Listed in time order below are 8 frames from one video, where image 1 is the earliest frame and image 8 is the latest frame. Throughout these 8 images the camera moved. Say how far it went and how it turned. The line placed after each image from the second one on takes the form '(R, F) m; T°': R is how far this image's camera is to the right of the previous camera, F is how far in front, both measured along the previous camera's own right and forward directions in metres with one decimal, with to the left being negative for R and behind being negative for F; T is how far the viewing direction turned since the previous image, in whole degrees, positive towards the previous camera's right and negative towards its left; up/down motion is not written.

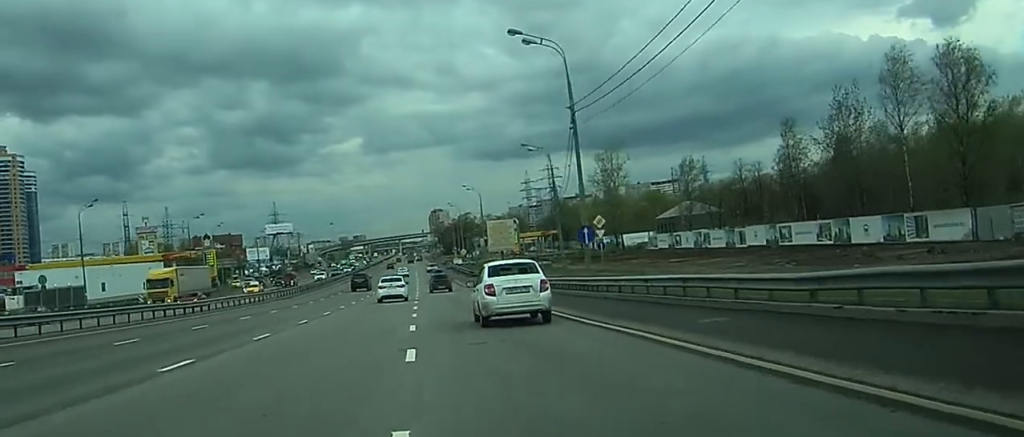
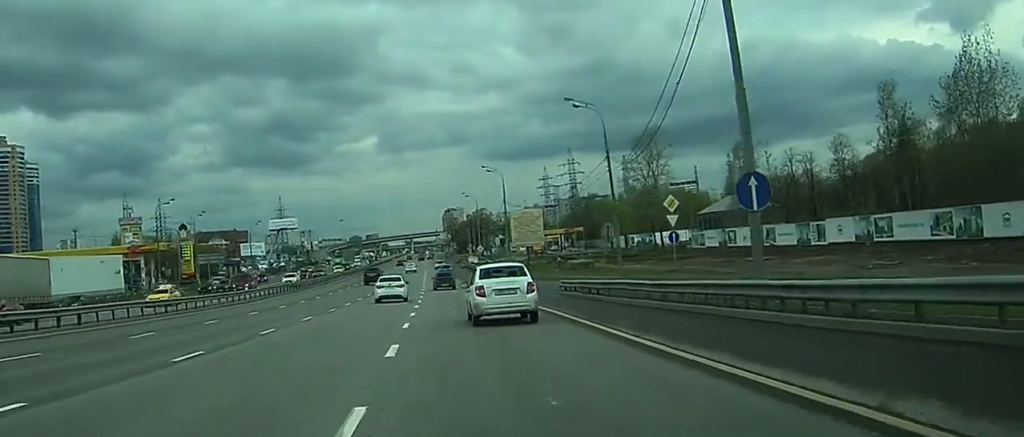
(-0.2, +22.1) m; -1°
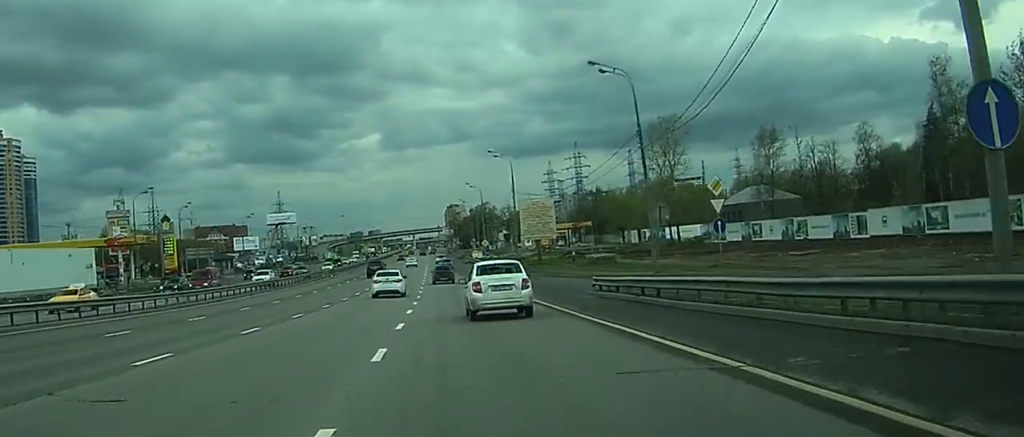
(0.0, +9.6) m; 0°
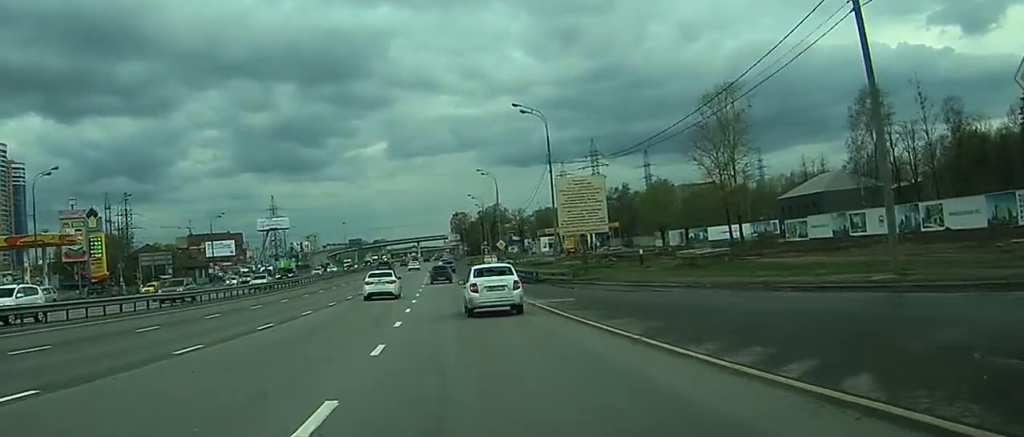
(0.0, +27.6) m; 0°
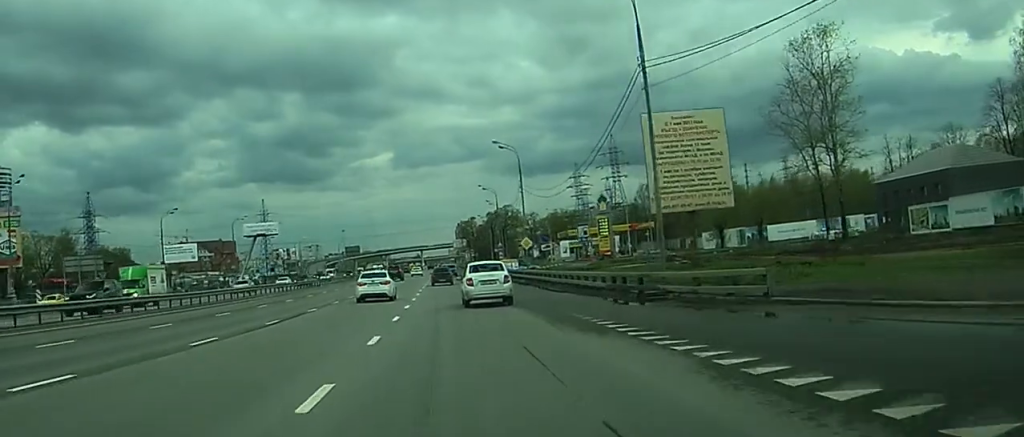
(-0.1, +27.4) m; -1°
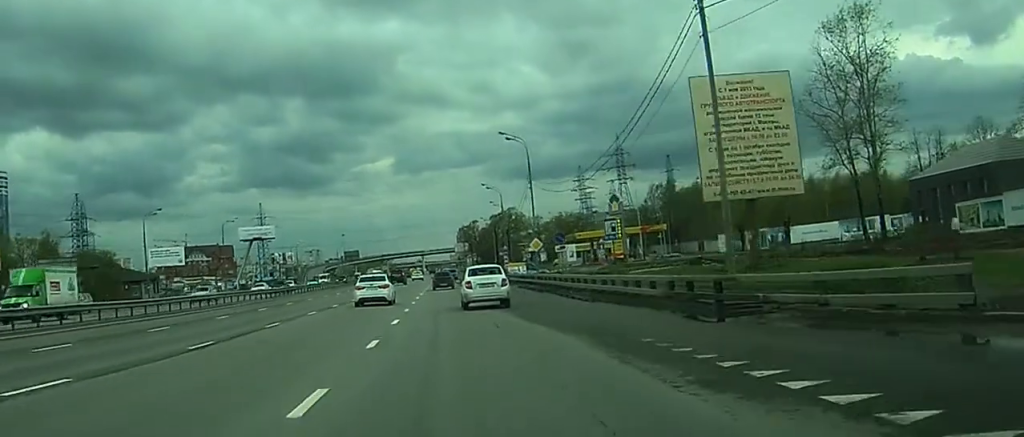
(-0.1, +7.1) m; 0°
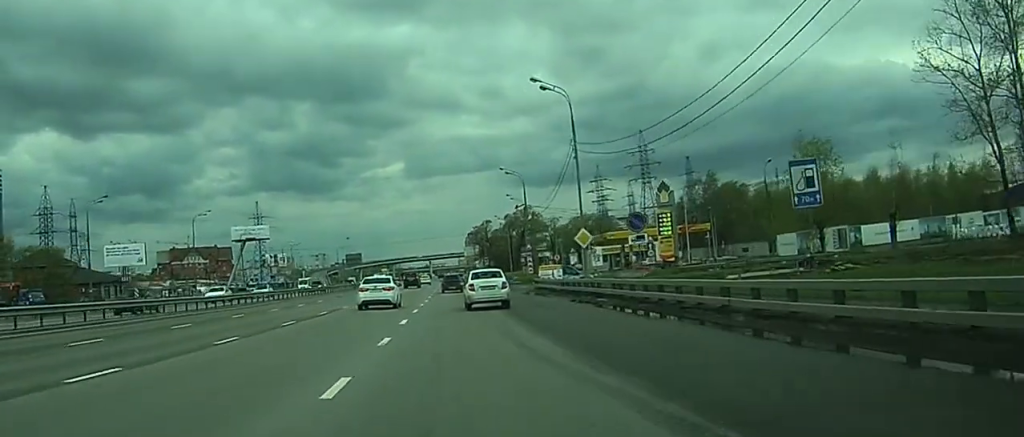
(0.0, +20.7) m; 0°
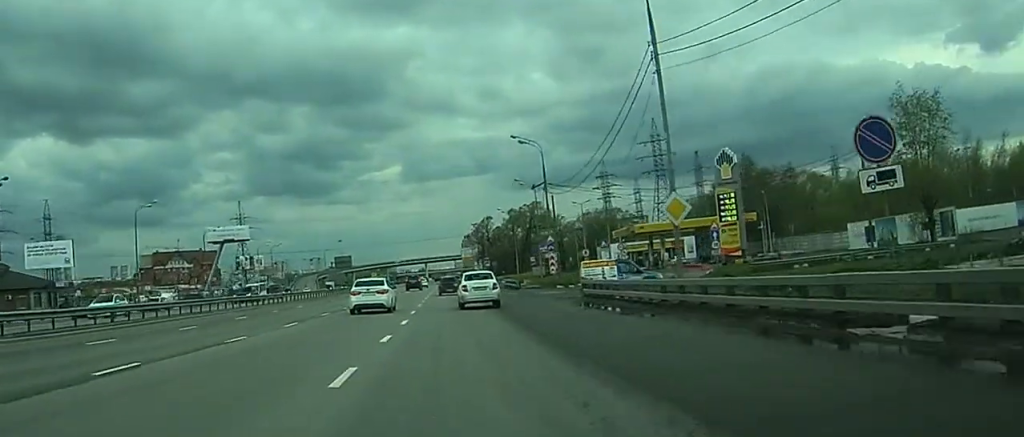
(+0.1, +25.3) m; +1°
